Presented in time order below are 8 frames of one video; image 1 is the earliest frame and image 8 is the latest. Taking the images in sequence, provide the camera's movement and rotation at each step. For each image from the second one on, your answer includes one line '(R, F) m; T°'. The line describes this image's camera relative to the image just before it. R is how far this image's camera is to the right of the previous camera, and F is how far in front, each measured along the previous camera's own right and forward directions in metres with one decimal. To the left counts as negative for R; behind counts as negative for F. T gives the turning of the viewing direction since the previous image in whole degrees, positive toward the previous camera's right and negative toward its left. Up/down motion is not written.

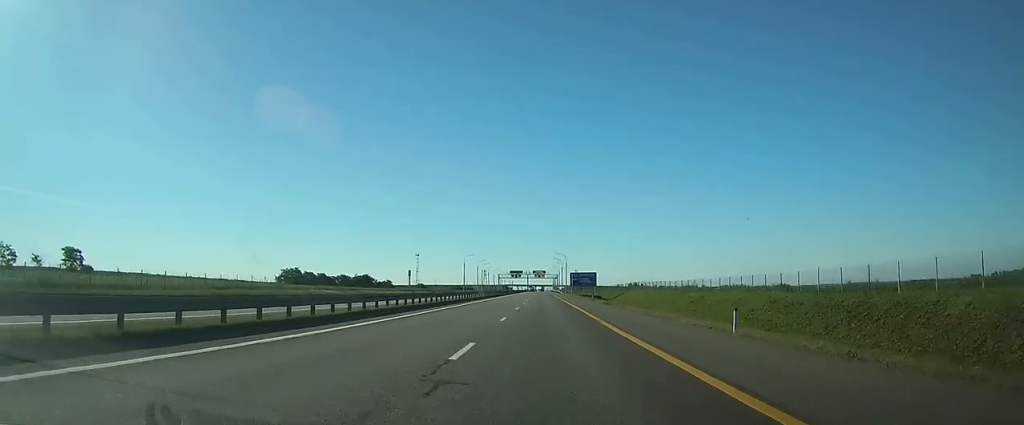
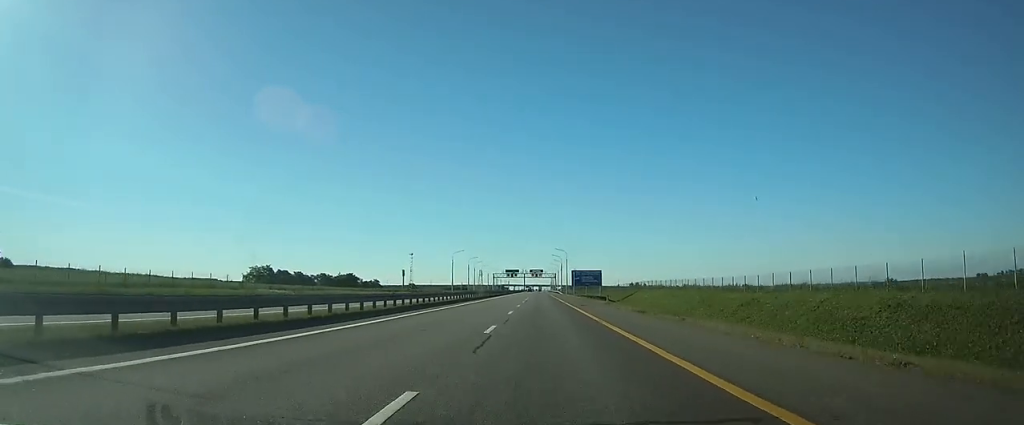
(0.0, +18.0) m; 0°
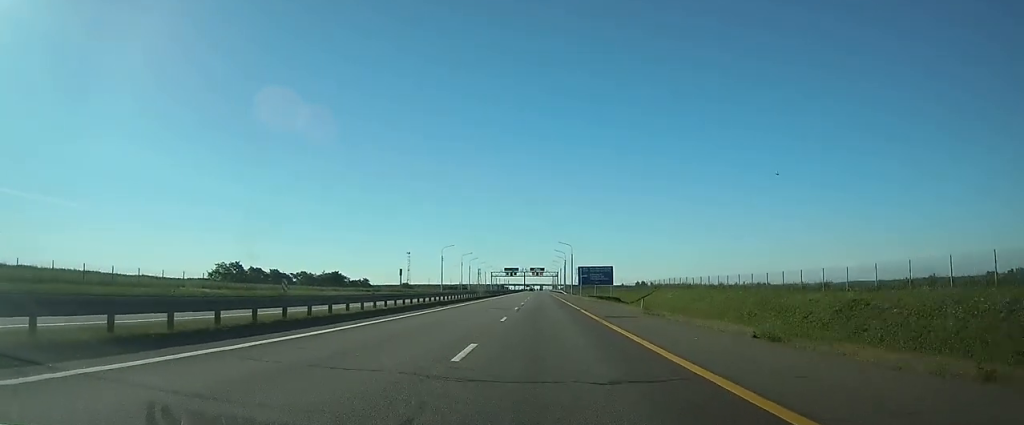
(0.0, +18.0) m; 0°
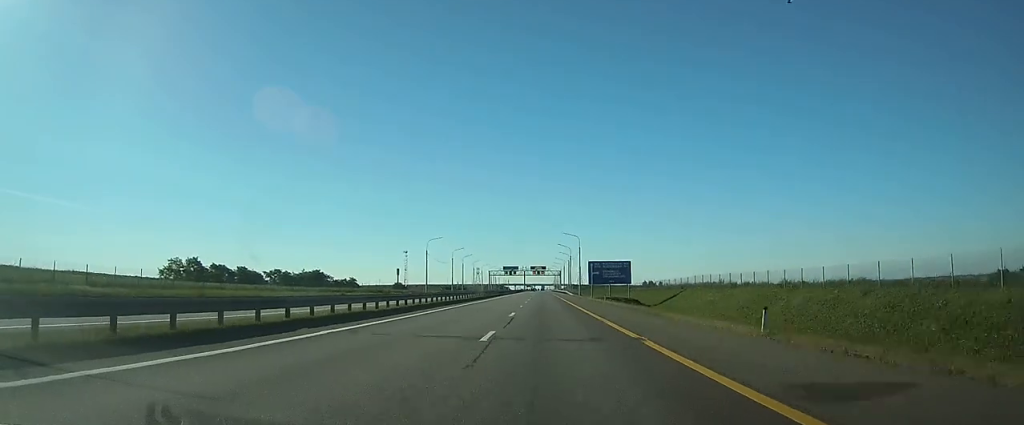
(0.0, +19.8) m; 0°
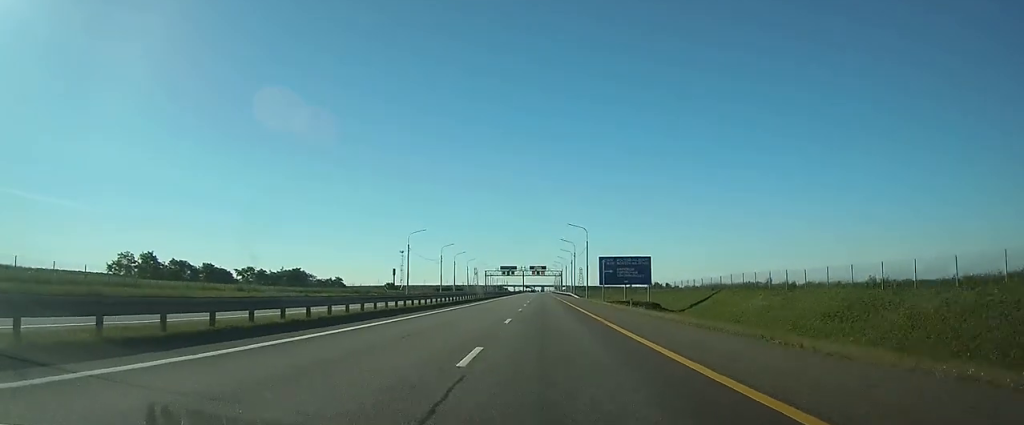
(0.0, +16.2) m; 0°
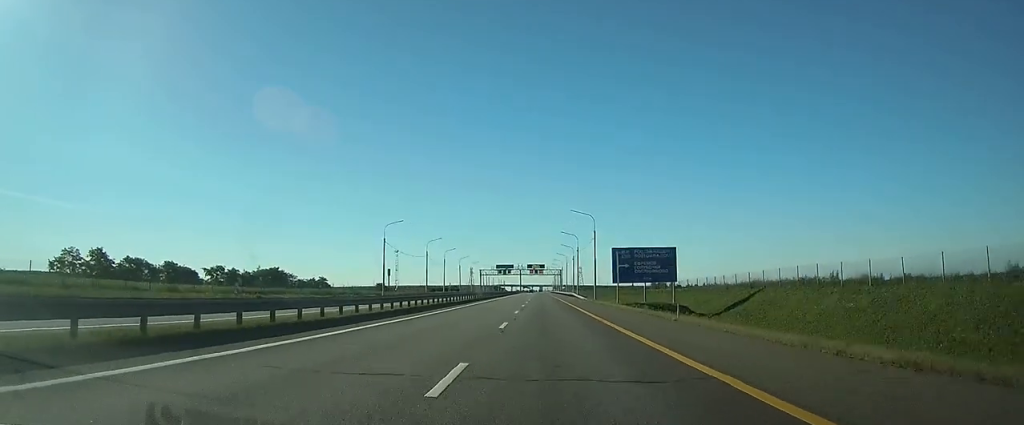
(0.0, +14.4) m; 0°
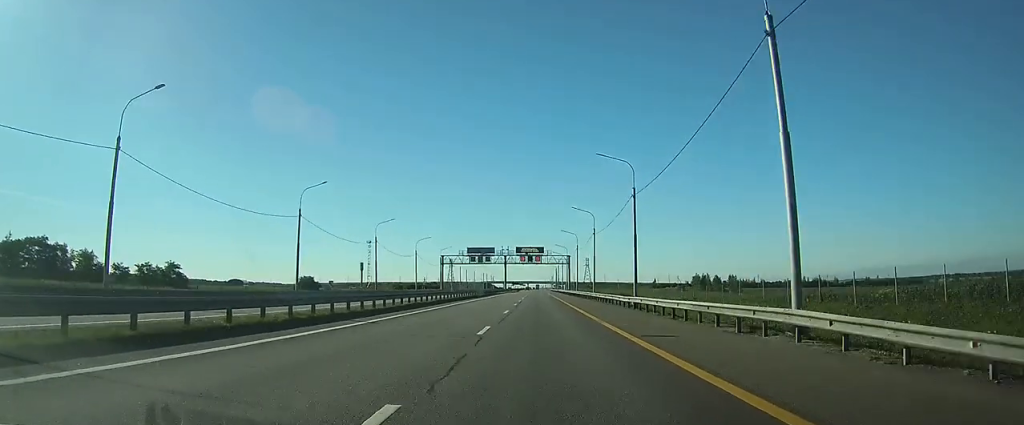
(+0.3, +86.8) m; +1°
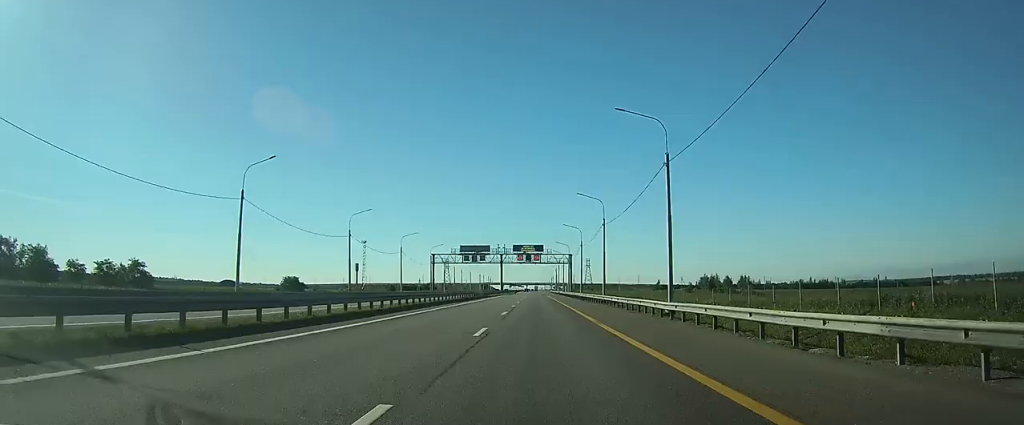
(0.0, +12.1) m; 0°
